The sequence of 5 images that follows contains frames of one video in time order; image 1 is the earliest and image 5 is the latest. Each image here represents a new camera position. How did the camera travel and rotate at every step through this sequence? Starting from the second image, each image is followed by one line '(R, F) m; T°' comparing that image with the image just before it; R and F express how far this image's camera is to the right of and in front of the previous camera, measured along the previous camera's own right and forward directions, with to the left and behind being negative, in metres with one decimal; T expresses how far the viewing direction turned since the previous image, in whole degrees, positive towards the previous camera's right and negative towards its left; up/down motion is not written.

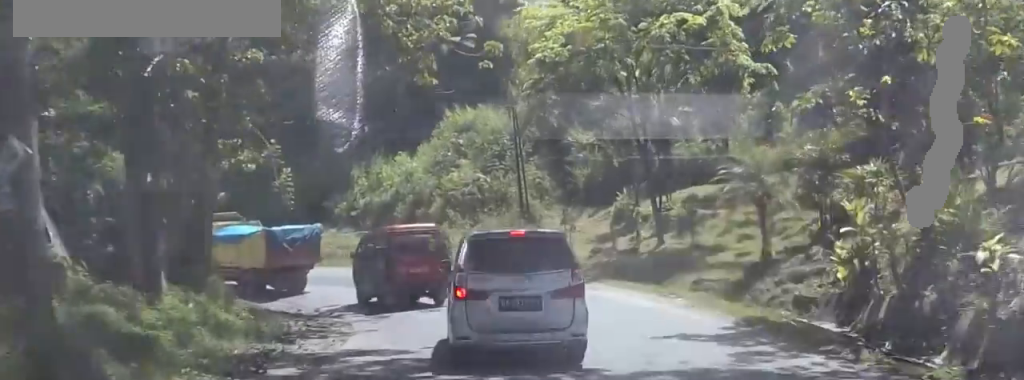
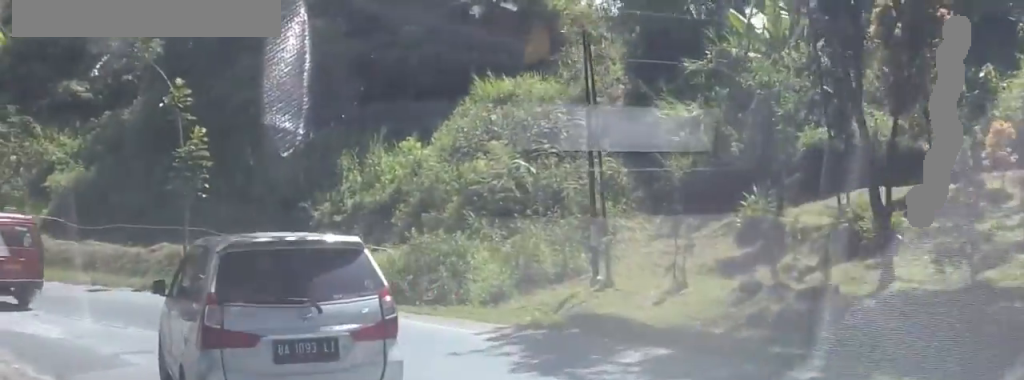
(-0.4, +15.3) m; -7°
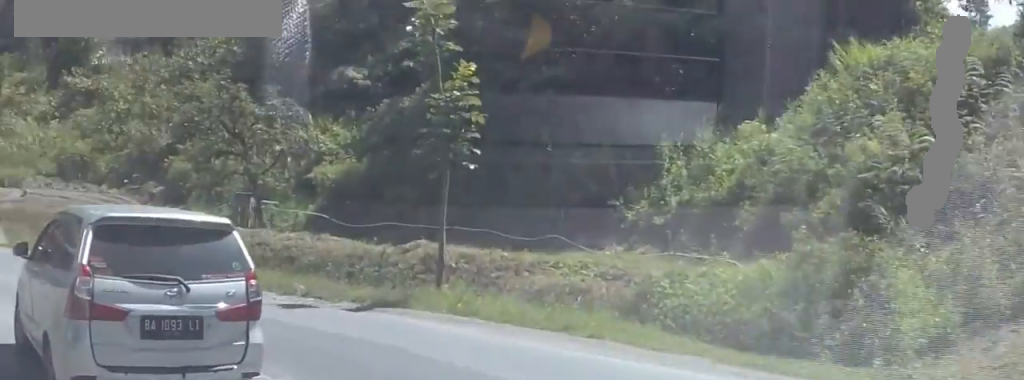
(-1.6, +10.4) m; -19°
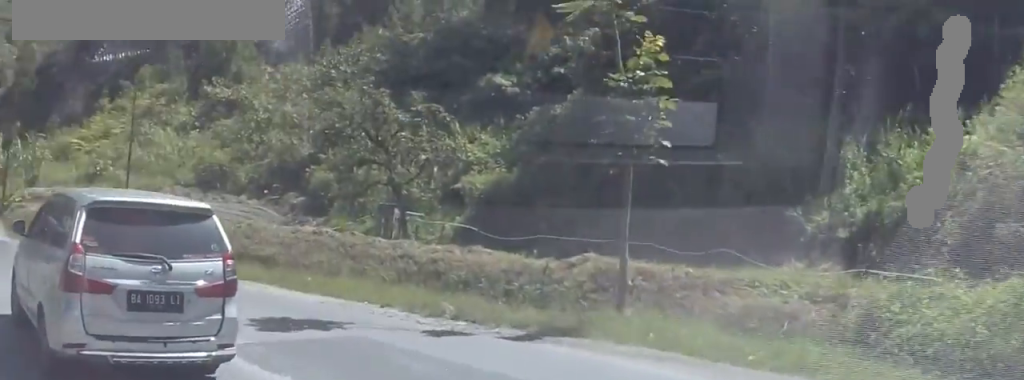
(-0.2, +3.6) m; -11°
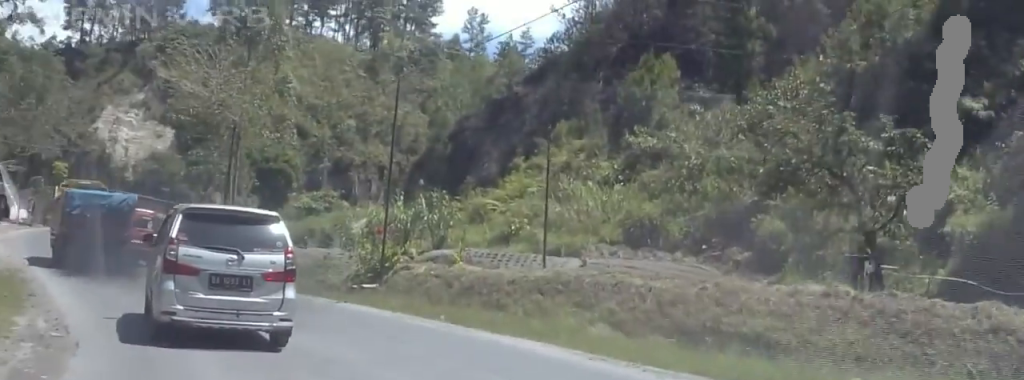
(-2.4, +8.7) m; -27°
